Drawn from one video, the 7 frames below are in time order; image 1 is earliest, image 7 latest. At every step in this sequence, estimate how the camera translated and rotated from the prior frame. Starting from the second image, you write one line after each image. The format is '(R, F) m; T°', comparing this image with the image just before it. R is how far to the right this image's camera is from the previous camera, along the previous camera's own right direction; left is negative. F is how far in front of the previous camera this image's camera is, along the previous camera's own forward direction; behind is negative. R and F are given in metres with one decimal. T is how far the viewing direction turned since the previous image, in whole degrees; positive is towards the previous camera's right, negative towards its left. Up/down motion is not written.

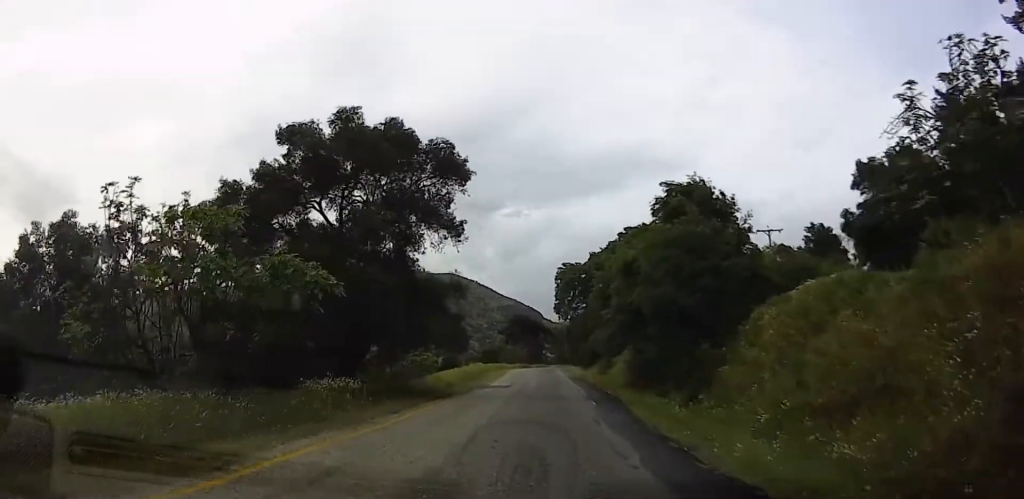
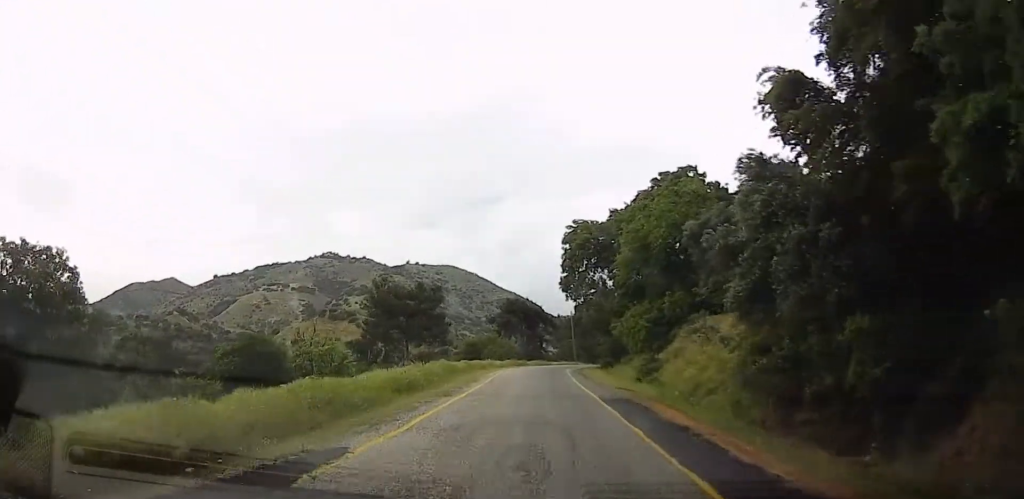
(+1.2, +19.4) m; +6°
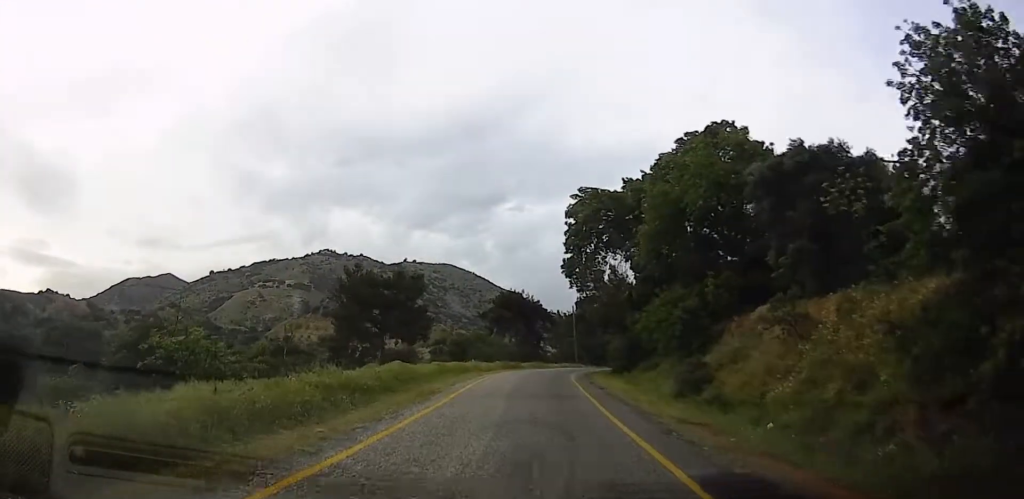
(0.0, +9.7) m; 0°
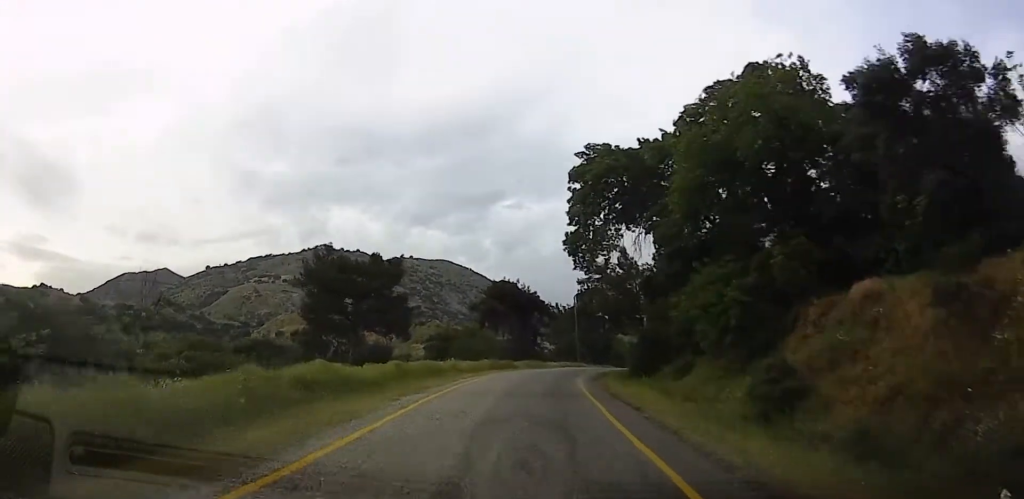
(0.0, +7.9) m; 0°
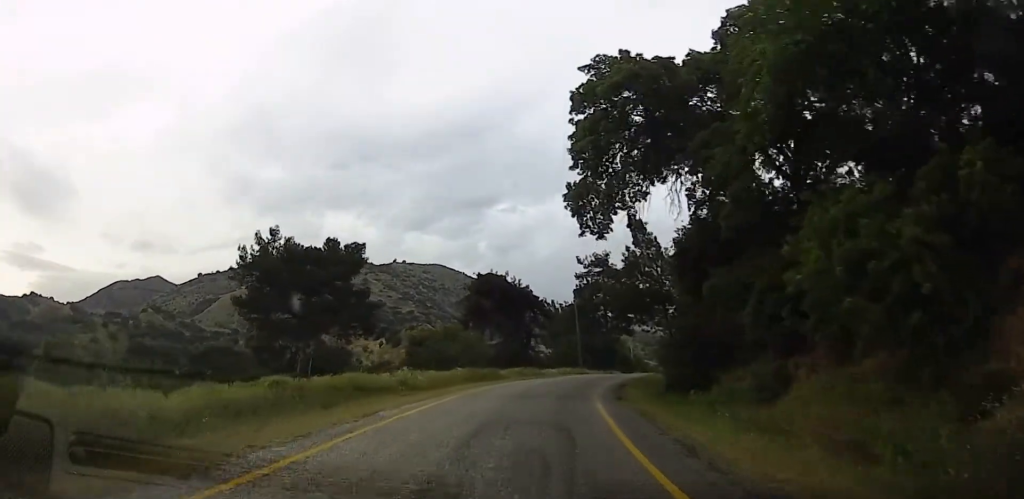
(0.0, +10.3) m; 0°
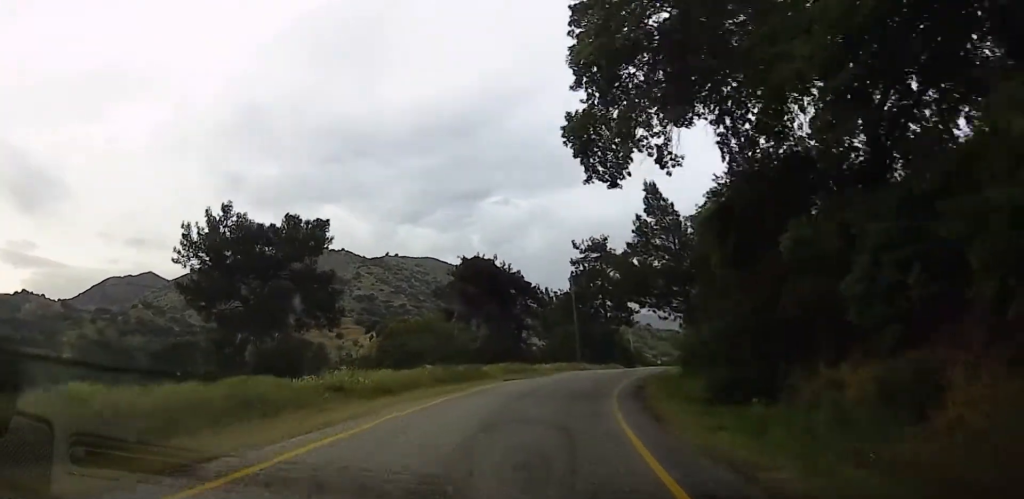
(0.0, +6.6) m; 0°
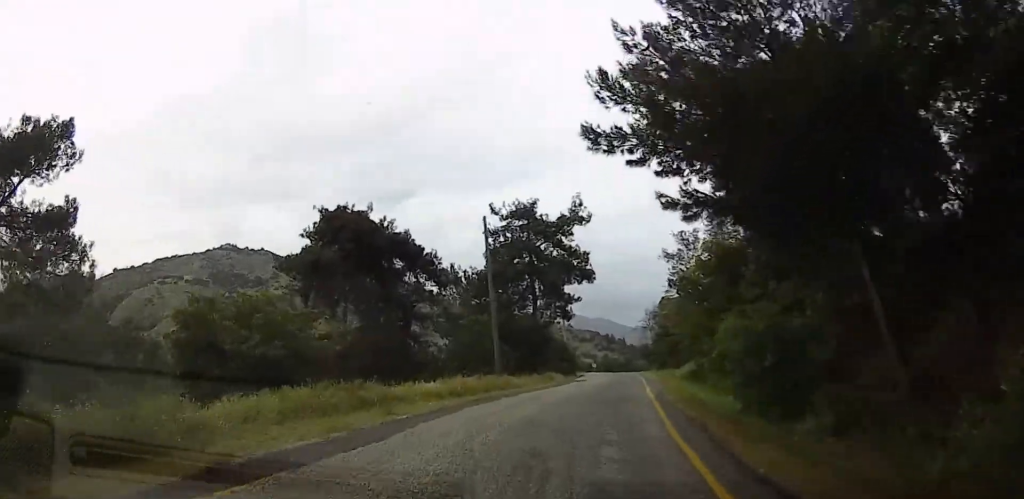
(0.0, +20.3) m; 0°
